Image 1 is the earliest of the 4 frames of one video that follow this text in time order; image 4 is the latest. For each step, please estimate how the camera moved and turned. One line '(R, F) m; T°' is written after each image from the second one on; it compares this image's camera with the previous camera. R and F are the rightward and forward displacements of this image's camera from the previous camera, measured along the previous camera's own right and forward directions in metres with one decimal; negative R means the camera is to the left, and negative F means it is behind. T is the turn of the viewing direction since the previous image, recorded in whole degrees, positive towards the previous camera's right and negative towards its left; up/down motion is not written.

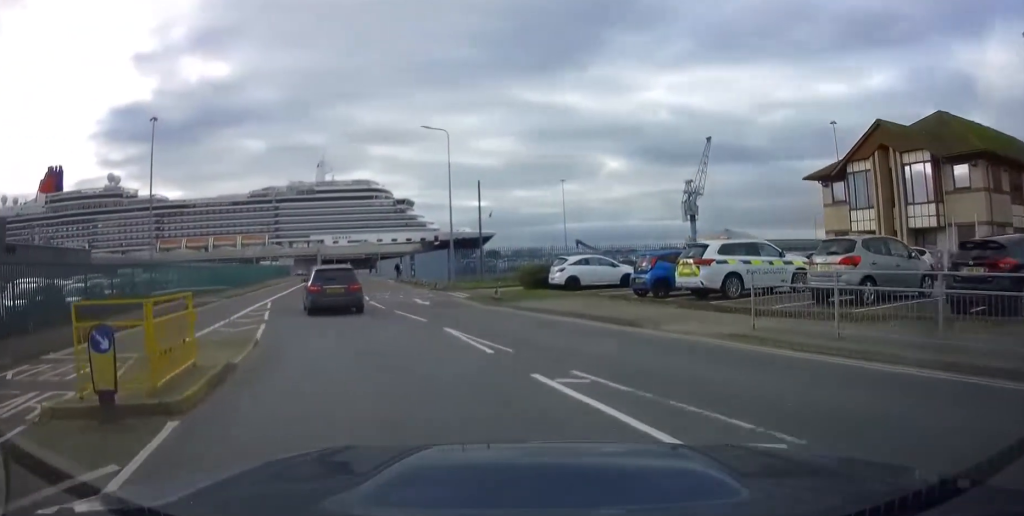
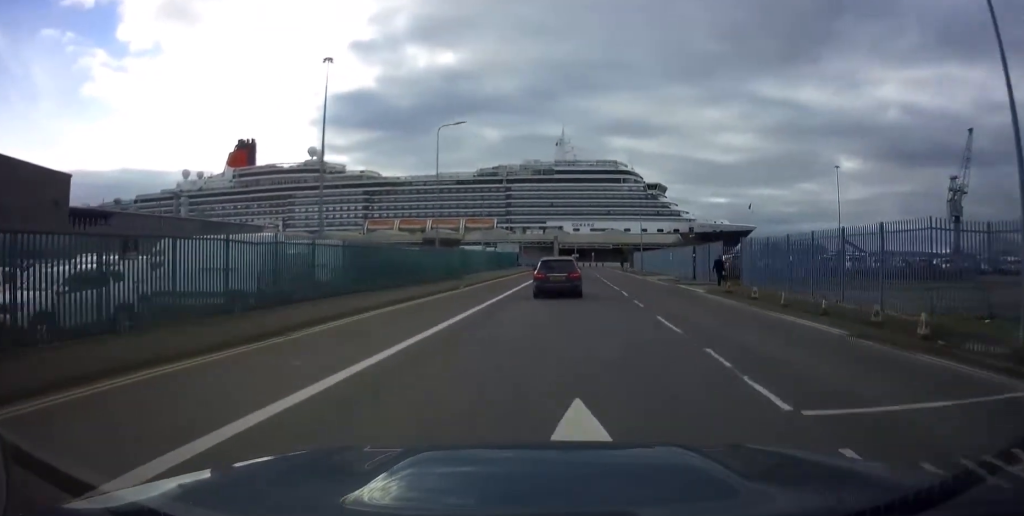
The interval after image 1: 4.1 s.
(-11.2, +26.1) m; -30°
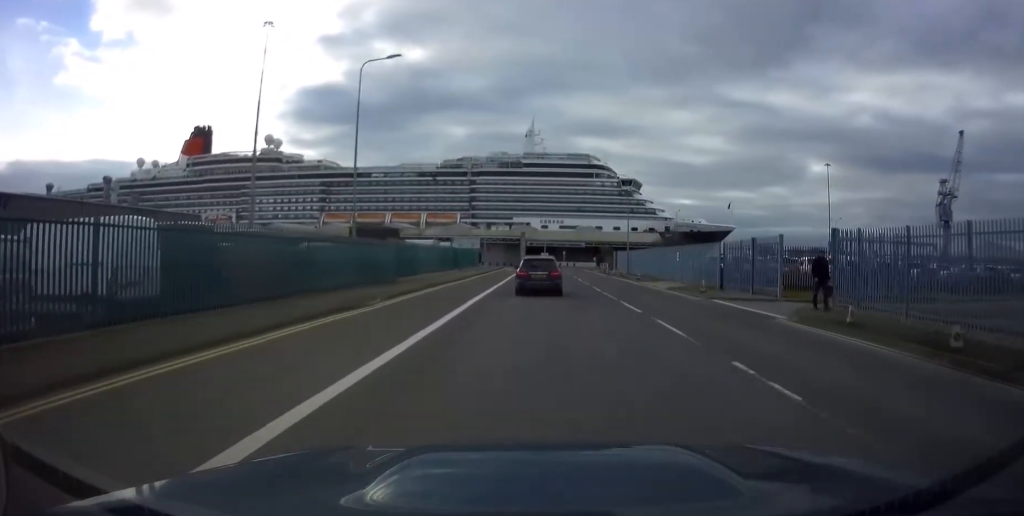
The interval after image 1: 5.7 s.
(+0.2, +11.4) m; +1°
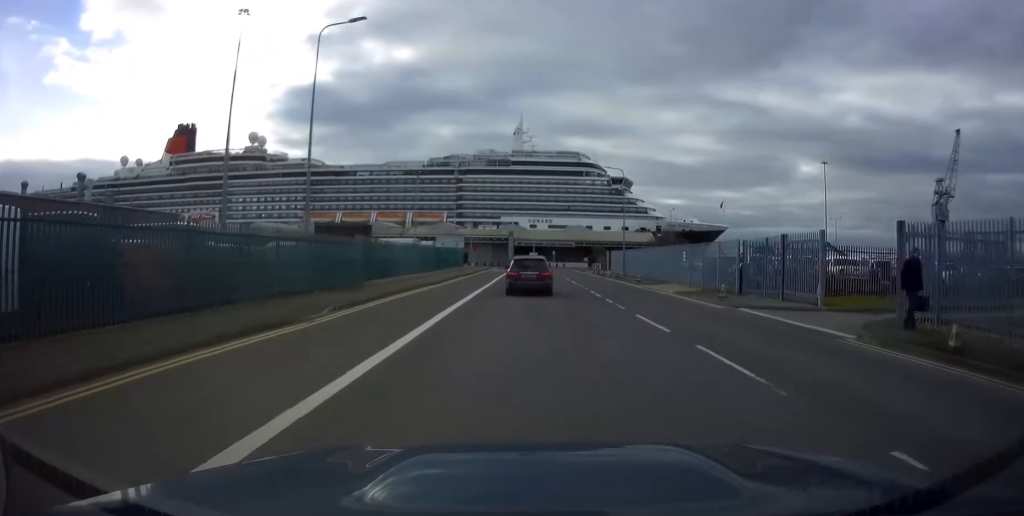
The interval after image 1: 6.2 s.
(0.0, +3.8) m; 0°
